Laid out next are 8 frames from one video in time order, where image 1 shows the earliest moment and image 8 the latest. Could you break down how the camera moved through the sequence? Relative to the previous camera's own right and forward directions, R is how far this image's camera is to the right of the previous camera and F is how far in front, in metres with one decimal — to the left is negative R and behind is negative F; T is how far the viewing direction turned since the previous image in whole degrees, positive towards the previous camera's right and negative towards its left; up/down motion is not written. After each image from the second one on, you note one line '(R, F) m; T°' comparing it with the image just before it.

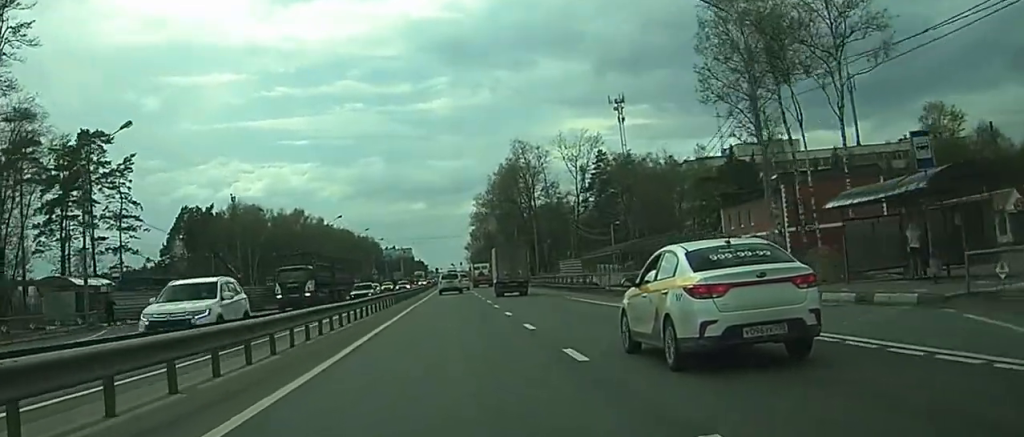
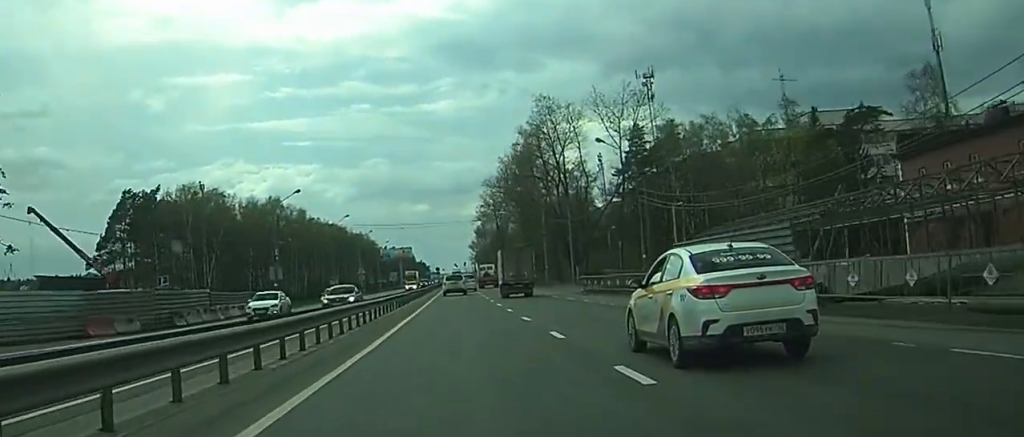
(-0.1, +35.4) m; 0°
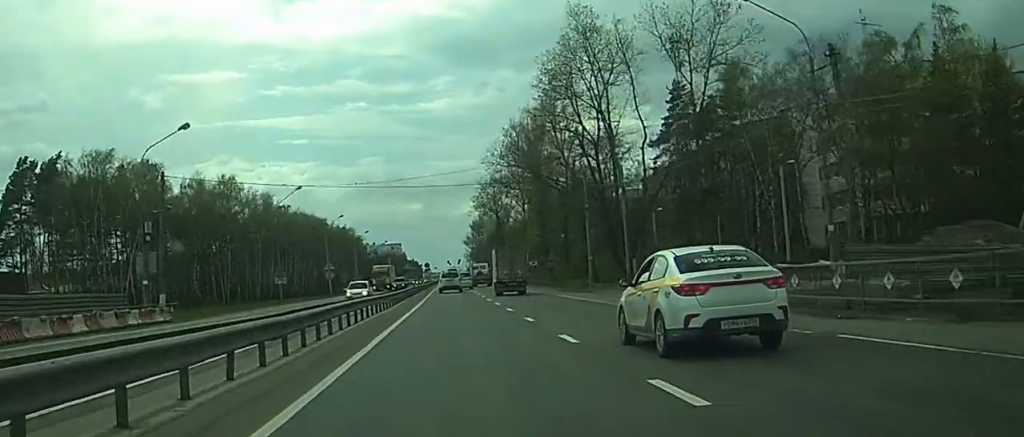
(+0.3, +34.2) m; +1°
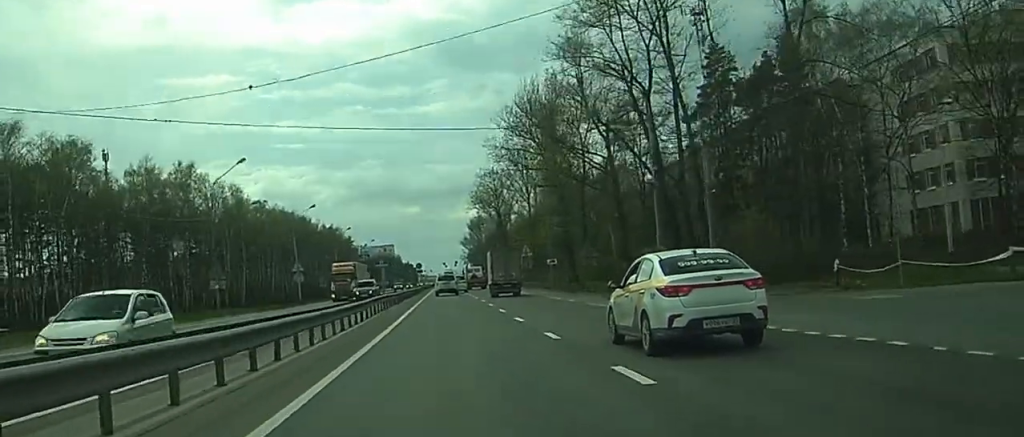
(+0.1, +21.9) m; 0°
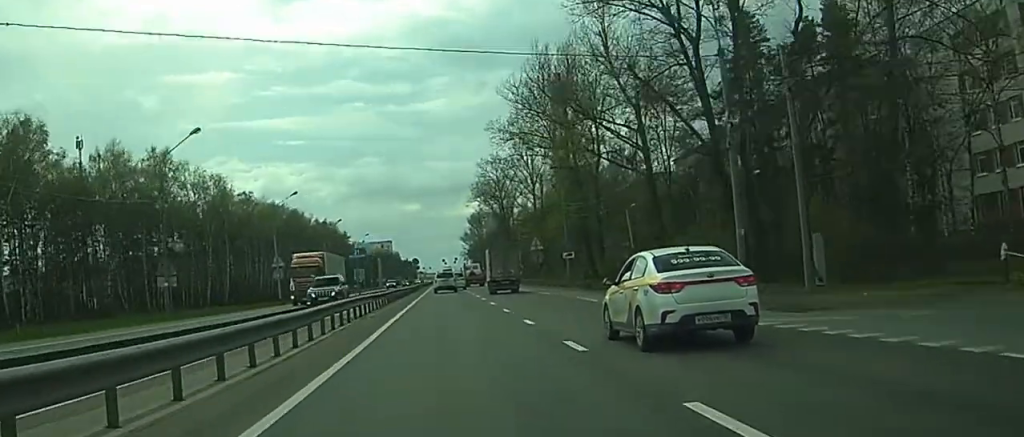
(0.0, +11.5) m; 0°
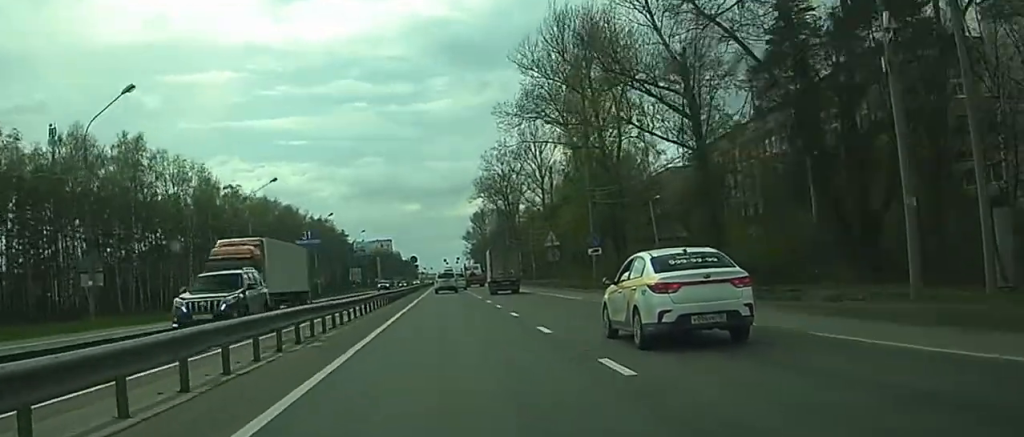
(0.0, +11.4) m; 0°
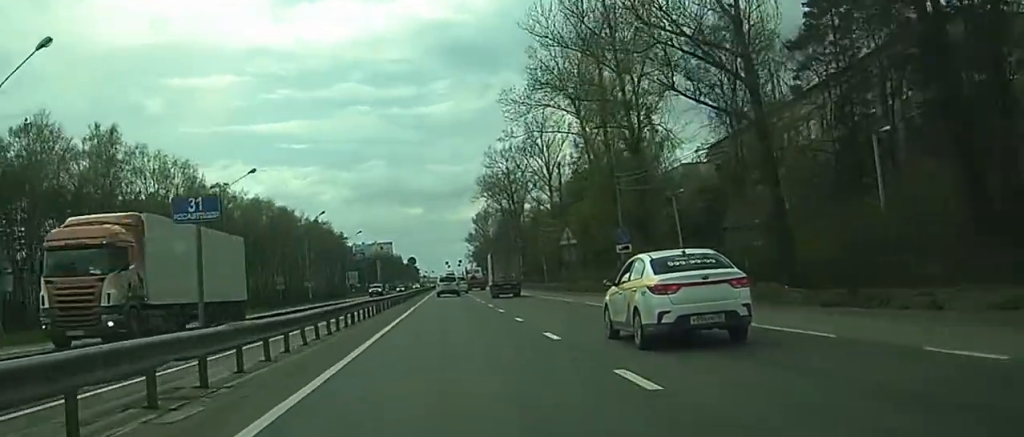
(0.0, +9.0) m; 0°
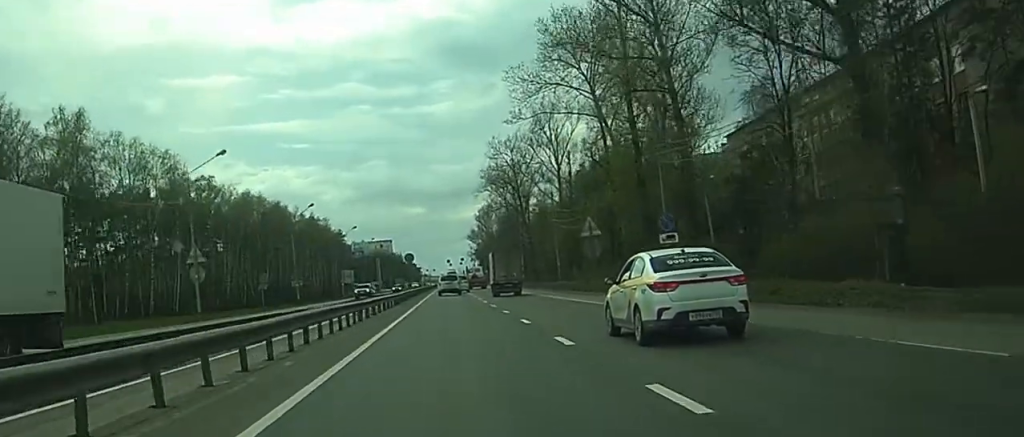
(0.0, +9.6) m; 0°
